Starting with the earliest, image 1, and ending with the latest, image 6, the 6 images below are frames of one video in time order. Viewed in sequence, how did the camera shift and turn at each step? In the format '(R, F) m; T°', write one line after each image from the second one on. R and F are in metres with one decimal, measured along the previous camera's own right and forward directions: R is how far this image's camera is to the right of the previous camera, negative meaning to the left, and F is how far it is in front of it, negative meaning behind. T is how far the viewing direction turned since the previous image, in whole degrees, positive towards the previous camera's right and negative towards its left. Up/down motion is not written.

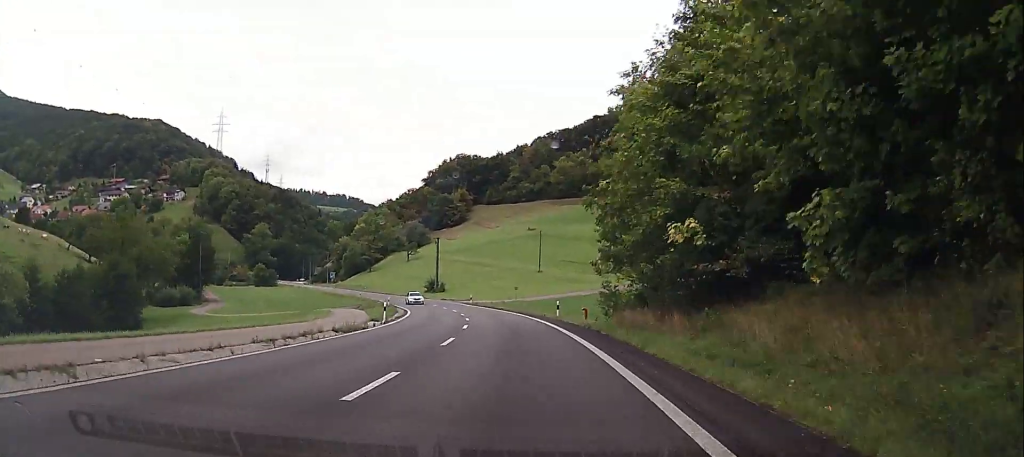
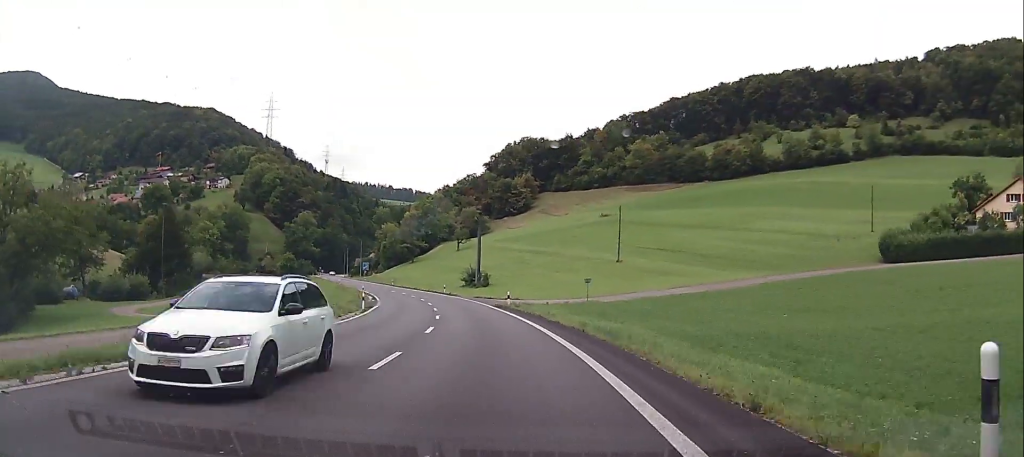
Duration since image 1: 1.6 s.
(-0.6, +32.2) m; -3°
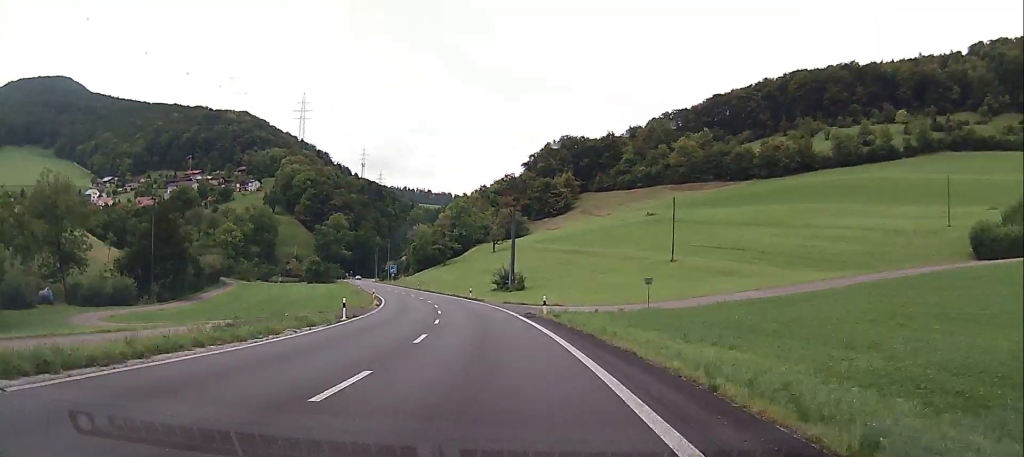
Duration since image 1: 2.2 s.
(-0.2, +11.9) m; -2°
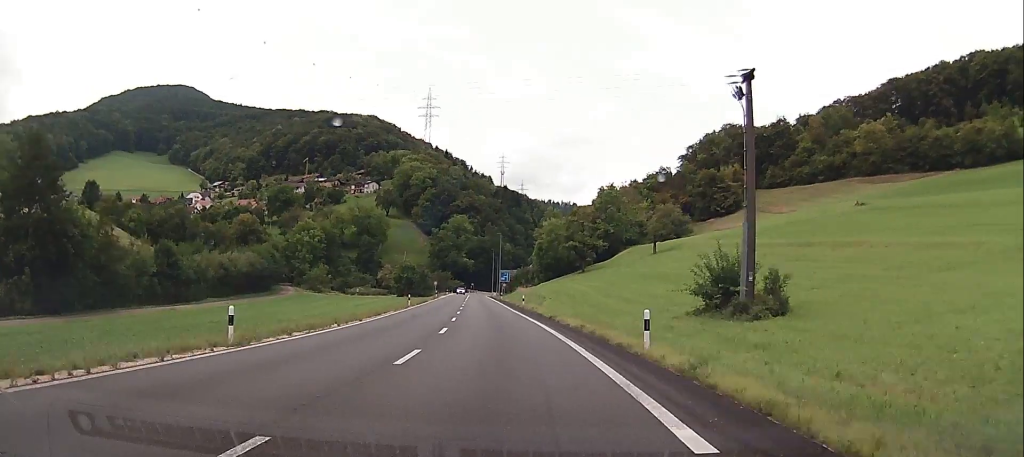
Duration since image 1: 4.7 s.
(-5.1, +48.7) m; -12°
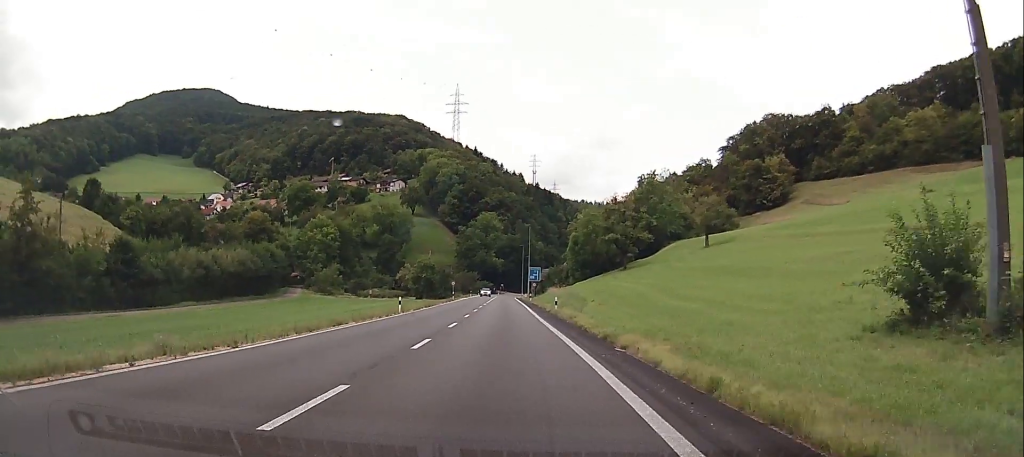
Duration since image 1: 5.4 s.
(-0.6, +14.2) m; -2°
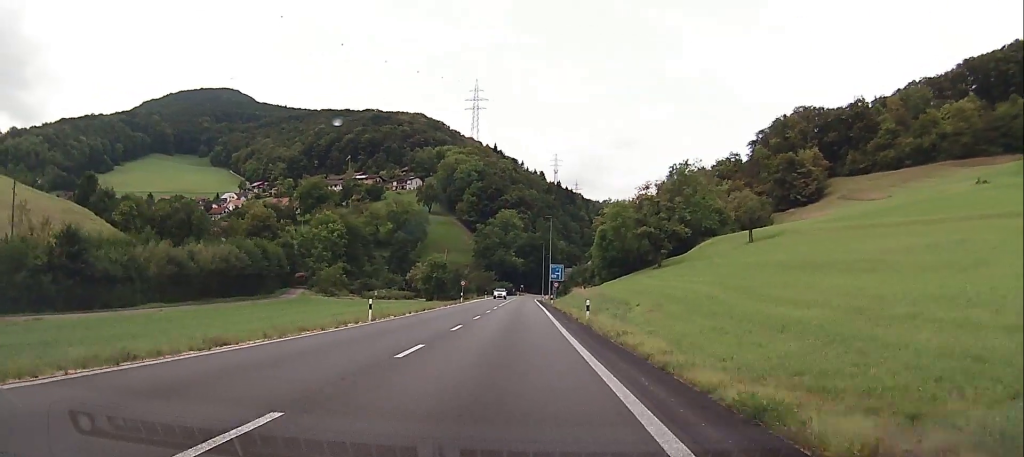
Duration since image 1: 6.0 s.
(-0.3, +11.1) m; -1°
